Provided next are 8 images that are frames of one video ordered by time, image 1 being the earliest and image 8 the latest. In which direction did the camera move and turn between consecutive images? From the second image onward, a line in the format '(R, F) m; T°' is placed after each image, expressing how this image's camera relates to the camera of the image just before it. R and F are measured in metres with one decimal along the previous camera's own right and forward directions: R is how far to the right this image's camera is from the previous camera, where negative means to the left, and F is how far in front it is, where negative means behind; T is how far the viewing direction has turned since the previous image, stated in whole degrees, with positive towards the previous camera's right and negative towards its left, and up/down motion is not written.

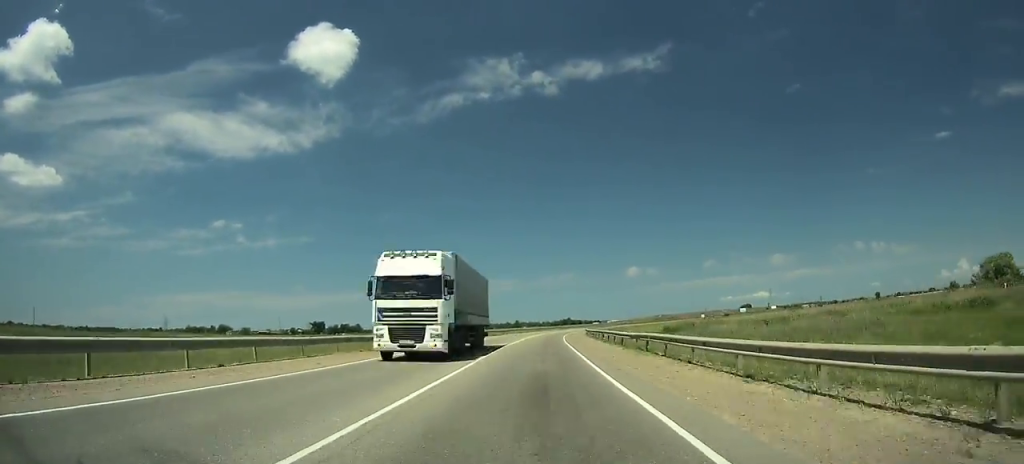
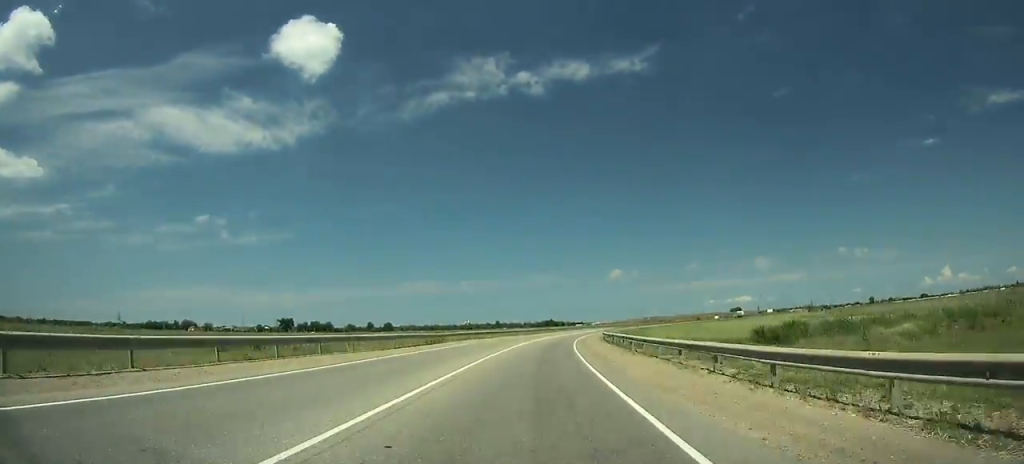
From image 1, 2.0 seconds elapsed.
(+1.0, +45.0) m; +3°
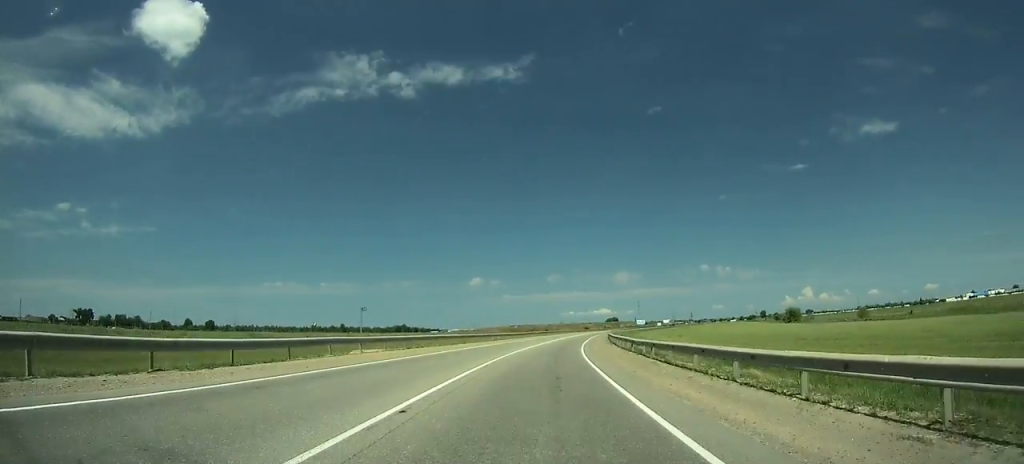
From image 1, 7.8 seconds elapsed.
(+13.4, +132.7) m; +12°
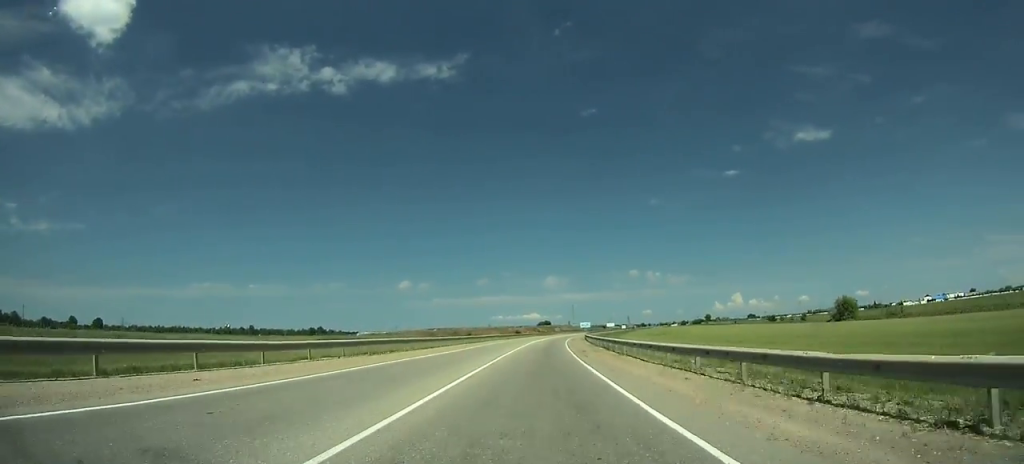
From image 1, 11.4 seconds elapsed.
(+5.5, +85.0) m; +7°
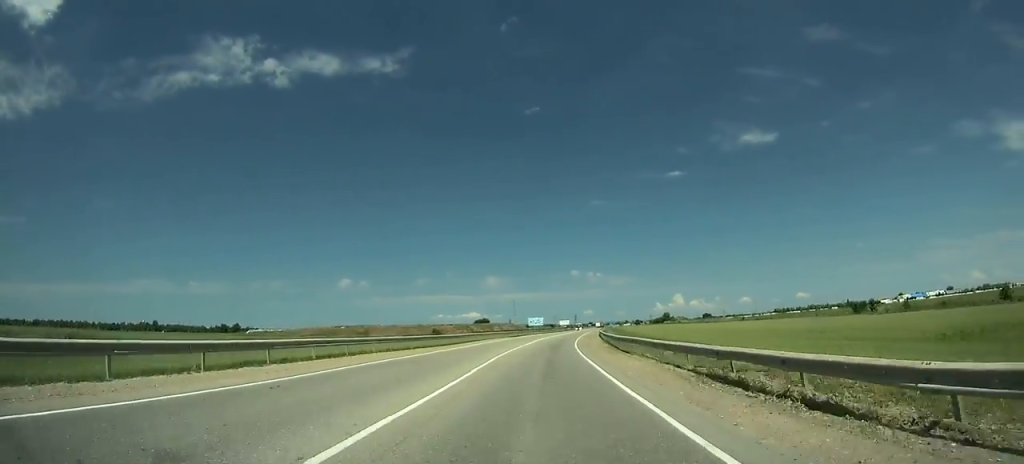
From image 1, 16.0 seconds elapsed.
(+6.4, +110.4) m; +7°
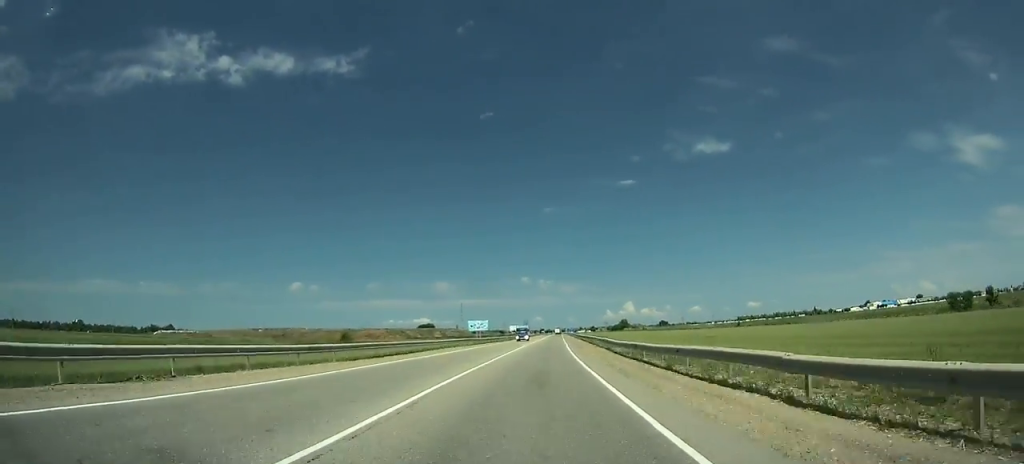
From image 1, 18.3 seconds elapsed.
(+1.3, +55.7) m; +3°
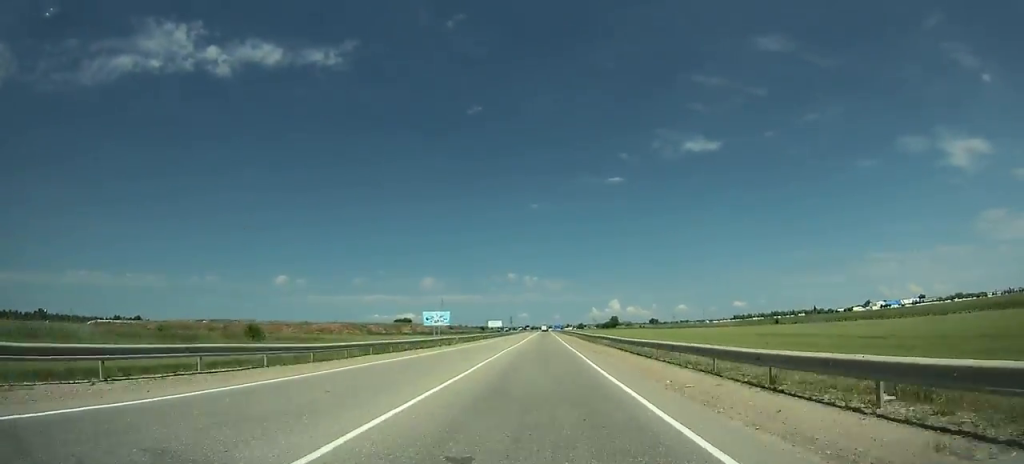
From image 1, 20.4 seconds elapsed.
(+1.6, +50.8) m; +2°
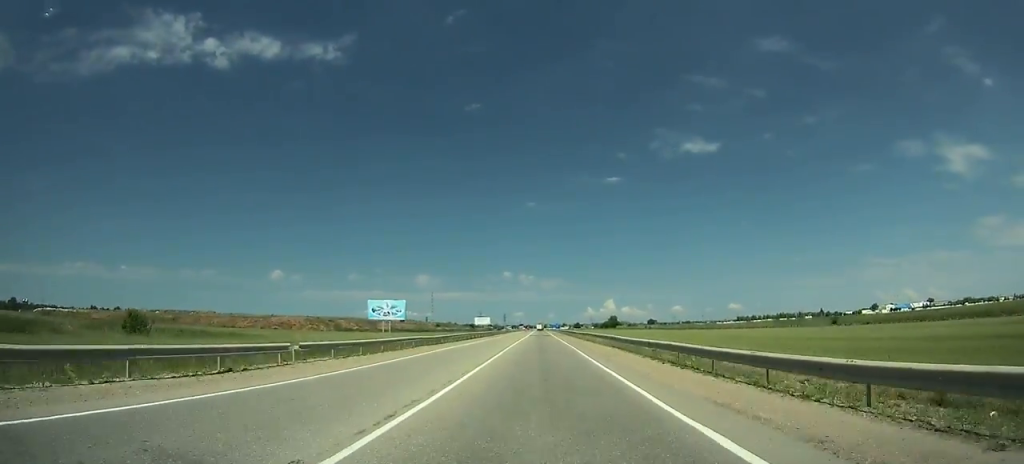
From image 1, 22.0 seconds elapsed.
(+0.4, +38.6) m; +1°
